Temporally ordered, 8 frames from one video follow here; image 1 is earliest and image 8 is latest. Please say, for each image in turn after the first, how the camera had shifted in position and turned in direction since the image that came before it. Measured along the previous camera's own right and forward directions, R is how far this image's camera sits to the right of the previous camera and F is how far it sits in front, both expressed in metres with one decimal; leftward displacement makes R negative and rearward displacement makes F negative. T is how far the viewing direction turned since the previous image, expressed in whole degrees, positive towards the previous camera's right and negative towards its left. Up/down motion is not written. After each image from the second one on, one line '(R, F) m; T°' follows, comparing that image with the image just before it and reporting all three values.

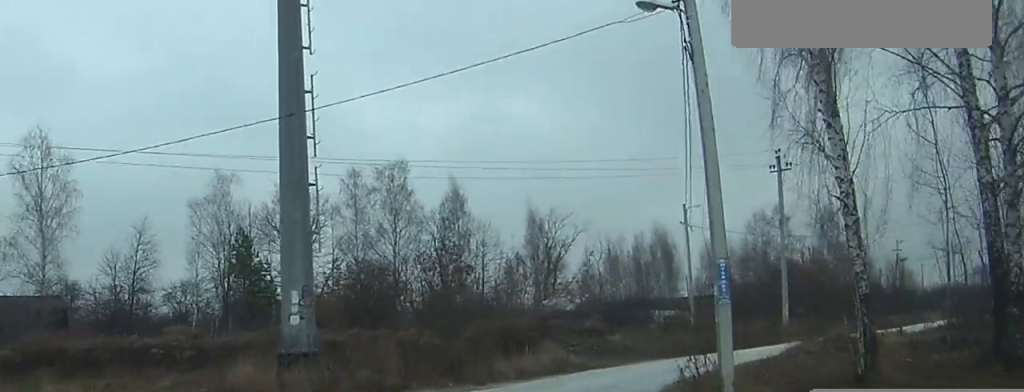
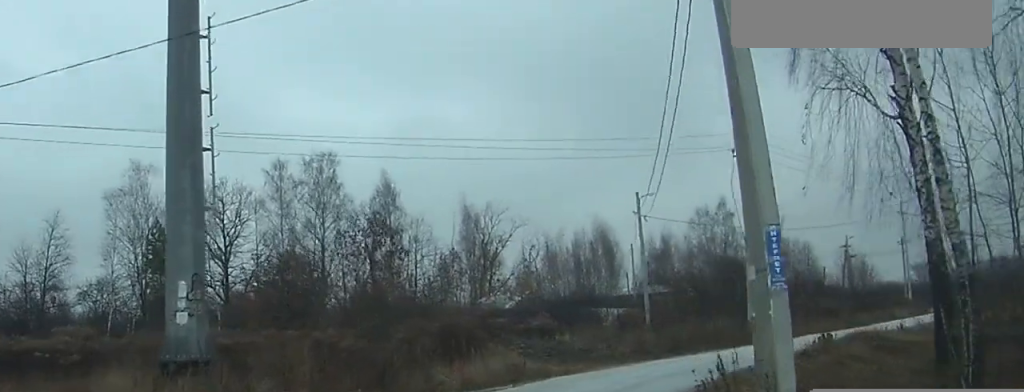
(+0.2, +4.5) m; +4°
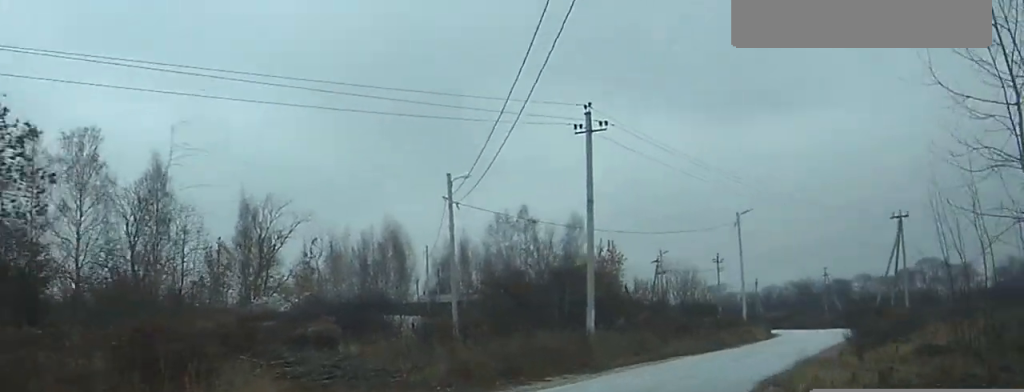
(+0.9, +9.7) m; +14°
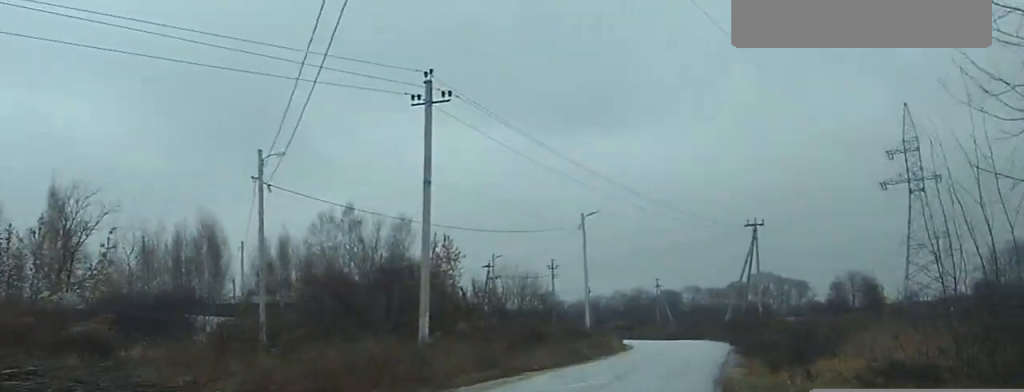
(+0.5, +5.7) m; +11°
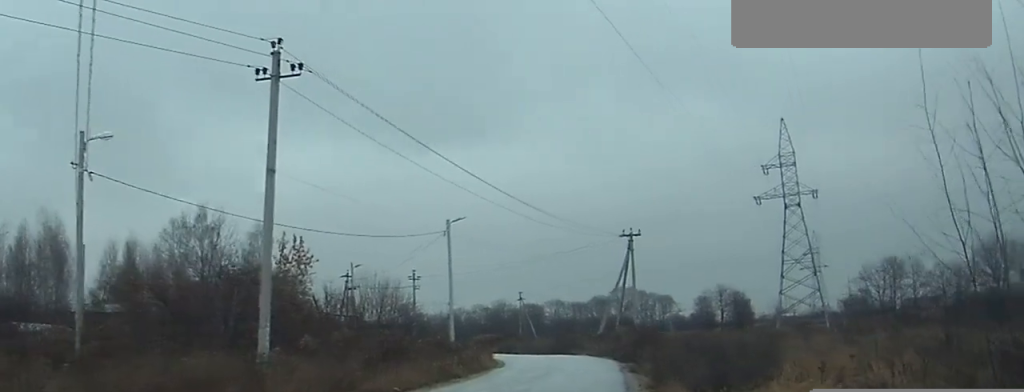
(+0.5, +4.2) m; +5°
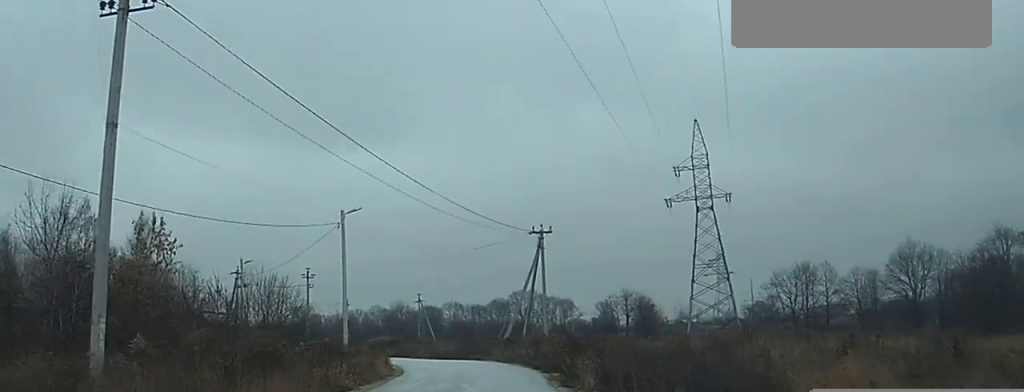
(+0.3, +5.0) m; +5°
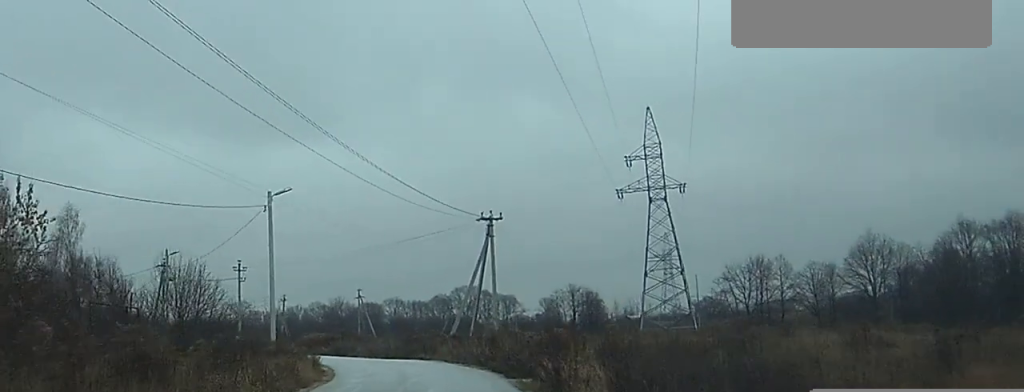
(0.0, +5.2) m; +5°
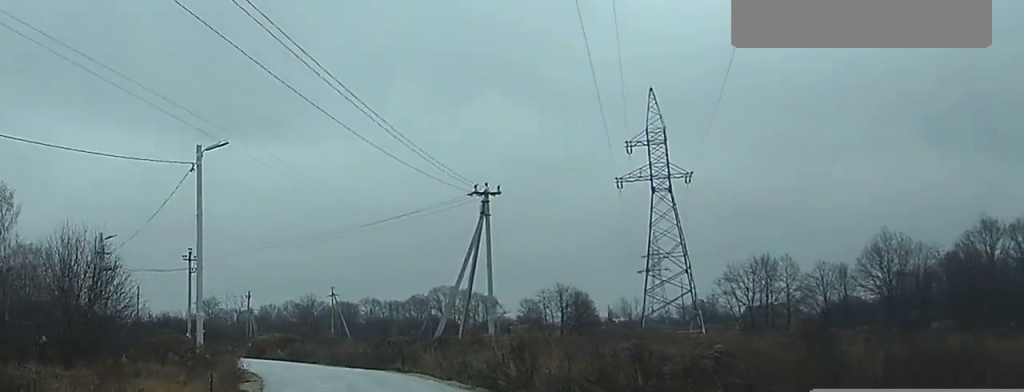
(+0.9, +10.5) m; +7°
